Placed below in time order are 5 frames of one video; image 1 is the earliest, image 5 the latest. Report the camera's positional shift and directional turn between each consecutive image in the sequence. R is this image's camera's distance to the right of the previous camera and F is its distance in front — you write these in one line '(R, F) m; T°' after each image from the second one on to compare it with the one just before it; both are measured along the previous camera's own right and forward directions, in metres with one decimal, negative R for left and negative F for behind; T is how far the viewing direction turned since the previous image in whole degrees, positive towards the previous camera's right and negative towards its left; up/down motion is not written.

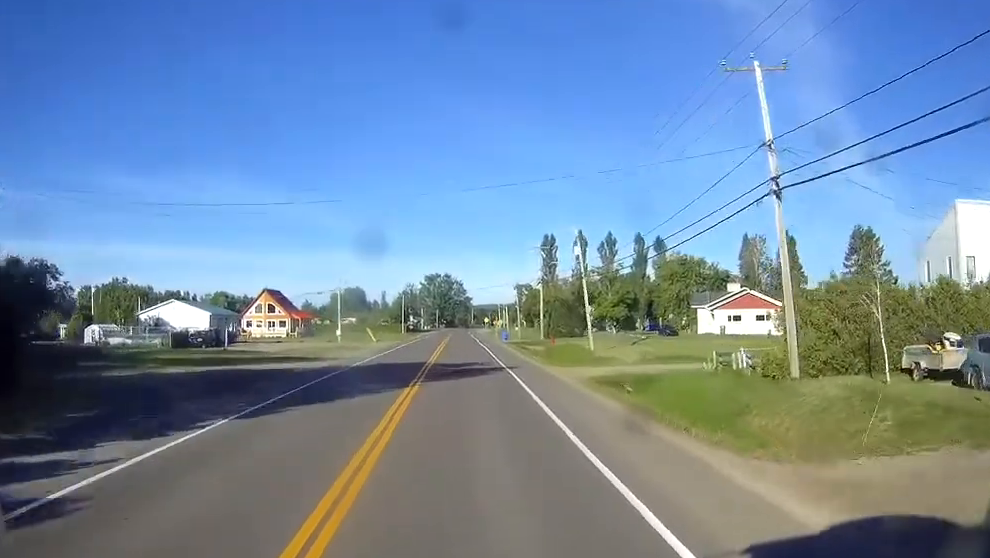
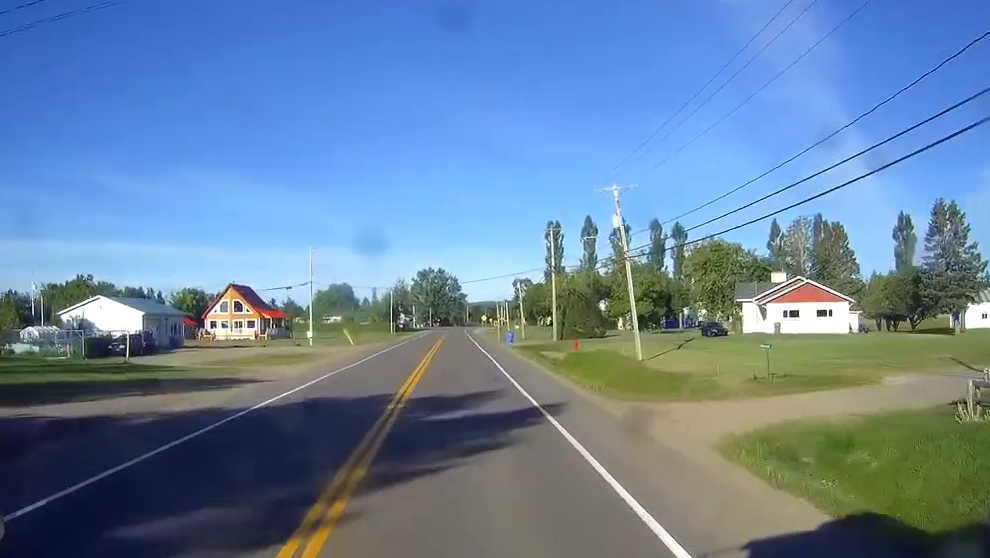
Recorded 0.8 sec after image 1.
(0.0, +19.1) m; 0°
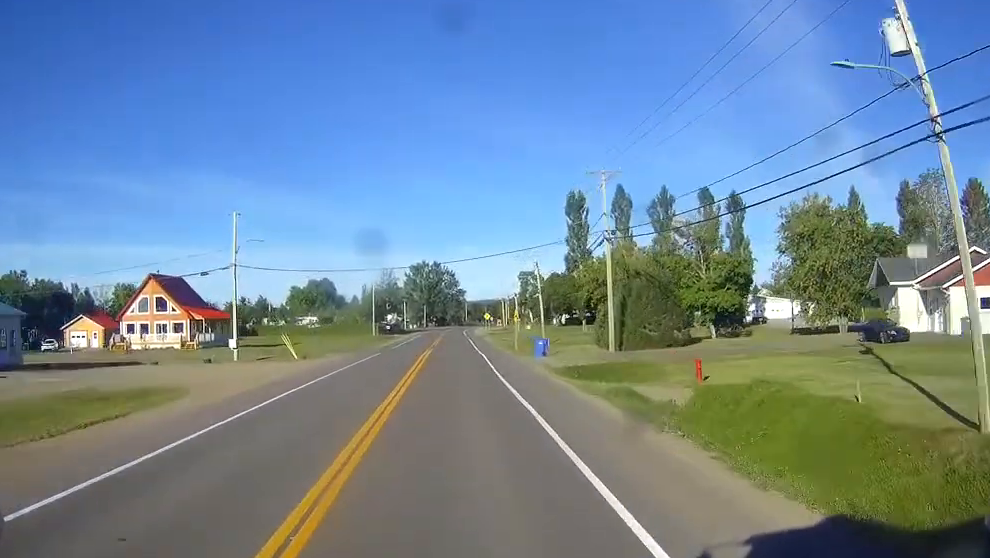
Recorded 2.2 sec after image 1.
(+0.1, +33.4) m; 0°
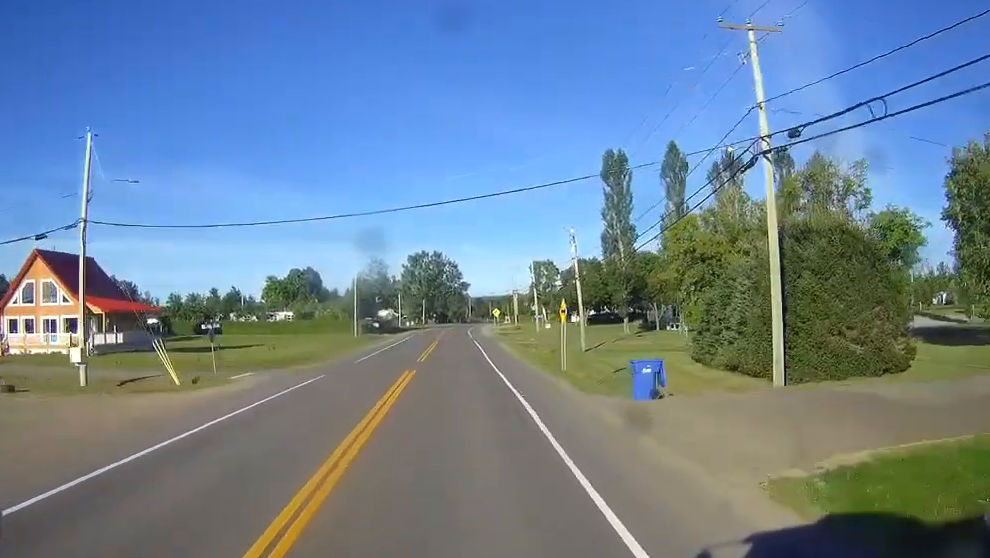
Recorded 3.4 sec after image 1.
(0.0, +28.5) m; 0°
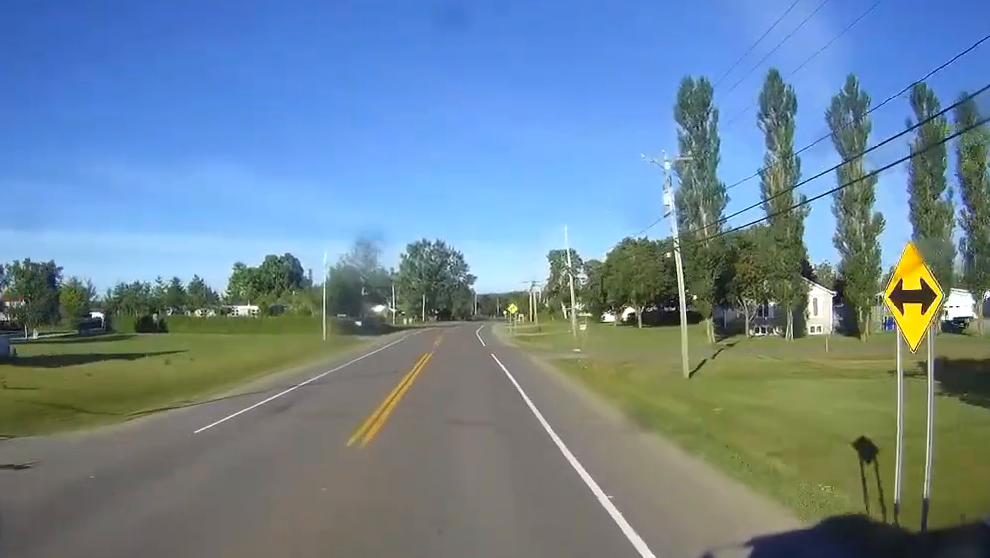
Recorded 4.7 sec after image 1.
(-0.2, +30.0) m; -1°
